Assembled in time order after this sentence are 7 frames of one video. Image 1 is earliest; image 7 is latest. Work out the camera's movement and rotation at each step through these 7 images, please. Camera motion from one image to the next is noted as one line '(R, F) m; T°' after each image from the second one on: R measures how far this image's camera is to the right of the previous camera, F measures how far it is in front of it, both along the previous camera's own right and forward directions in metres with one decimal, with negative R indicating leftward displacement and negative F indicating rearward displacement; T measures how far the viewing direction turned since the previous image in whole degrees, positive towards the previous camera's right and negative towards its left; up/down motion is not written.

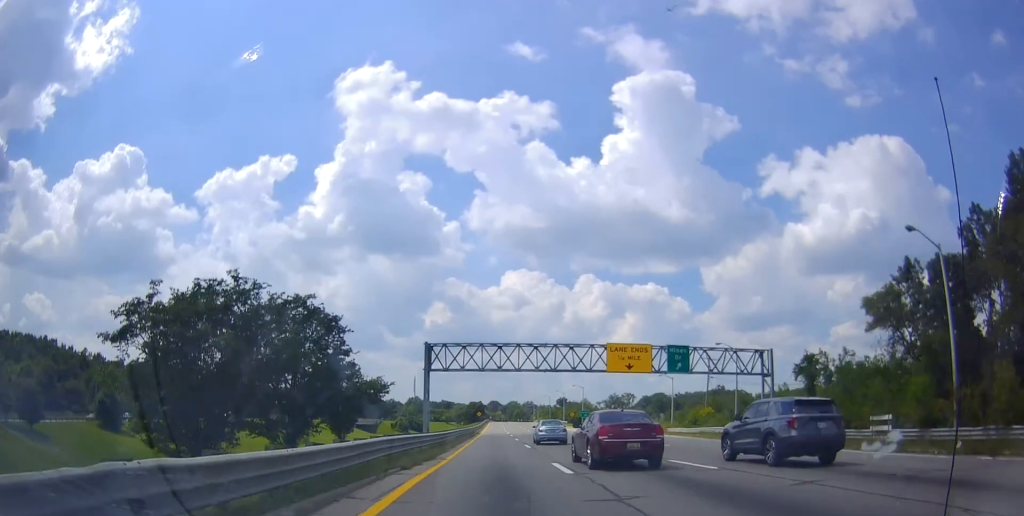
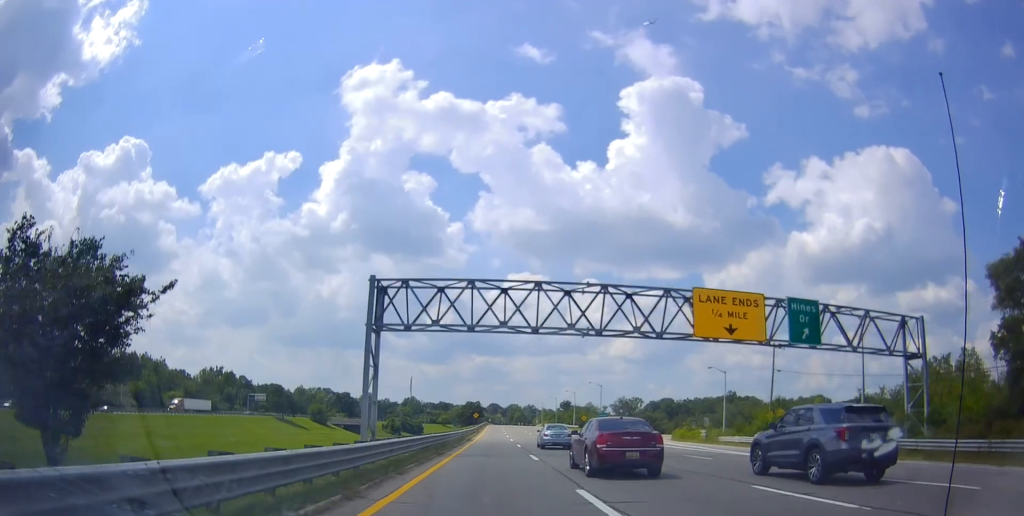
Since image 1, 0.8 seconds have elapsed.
(-0.1, +22.3) m; 0°
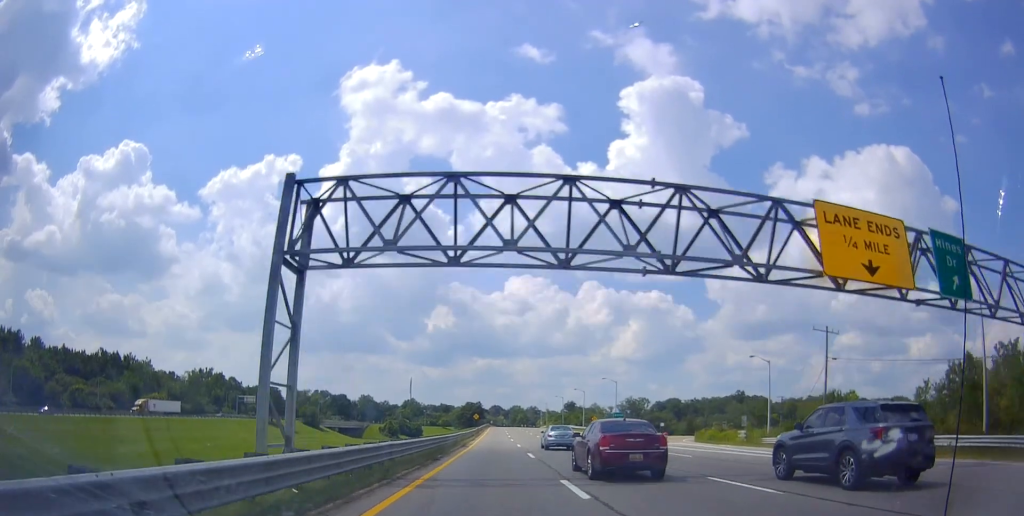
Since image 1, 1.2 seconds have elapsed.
(-0.2, +12.1) m; 0°
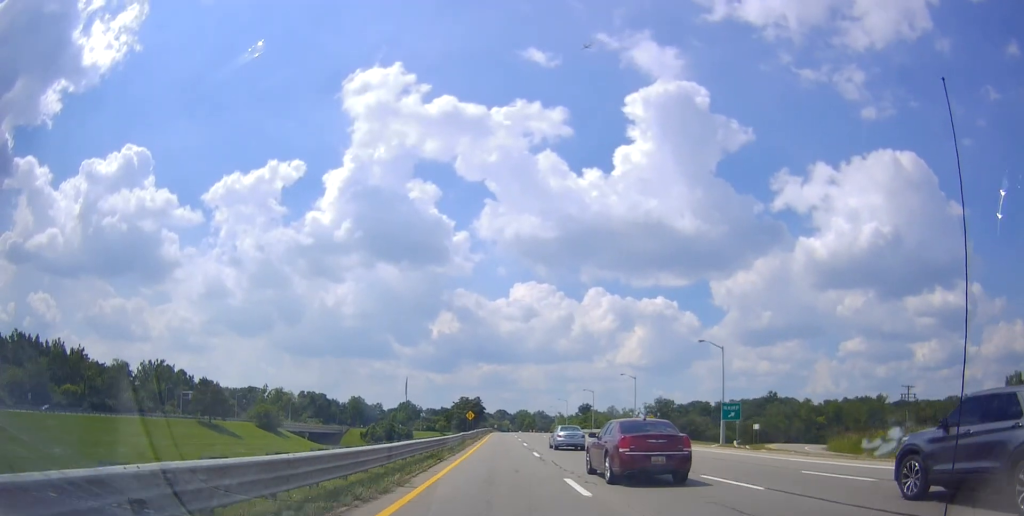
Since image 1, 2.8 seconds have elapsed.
(0.0, +45.0) m; -1°
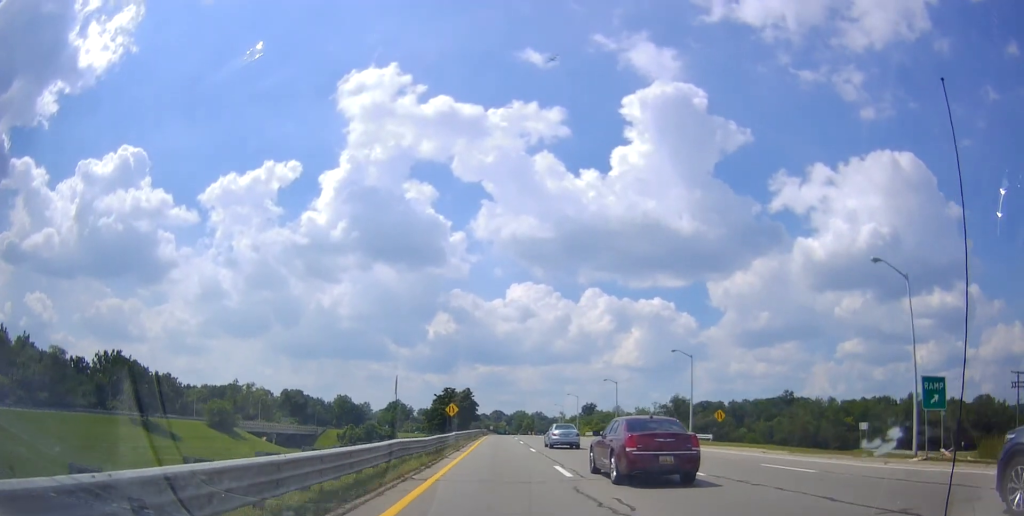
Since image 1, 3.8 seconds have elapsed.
(0.0, +27.4) m; 0°
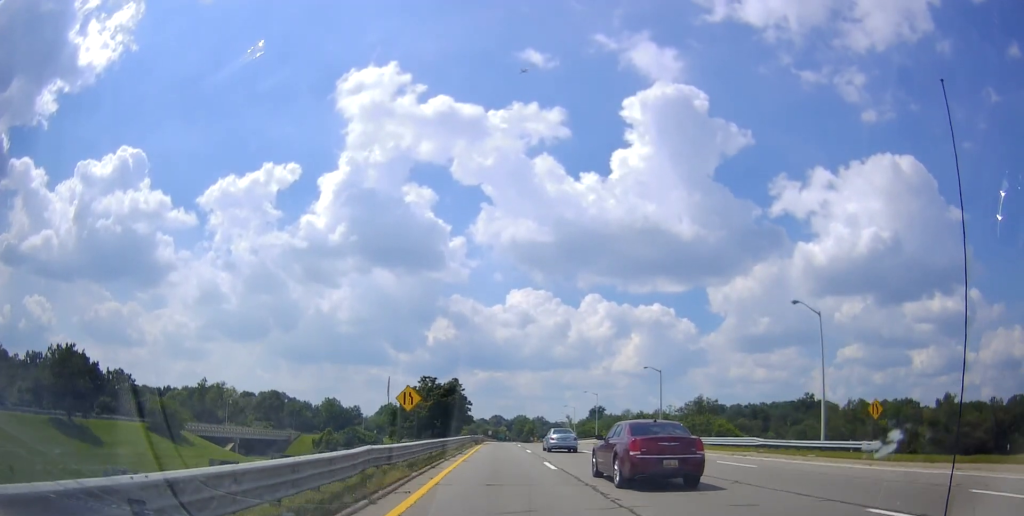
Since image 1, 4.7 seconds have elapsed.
(+0.1, +26.5) m; 0°
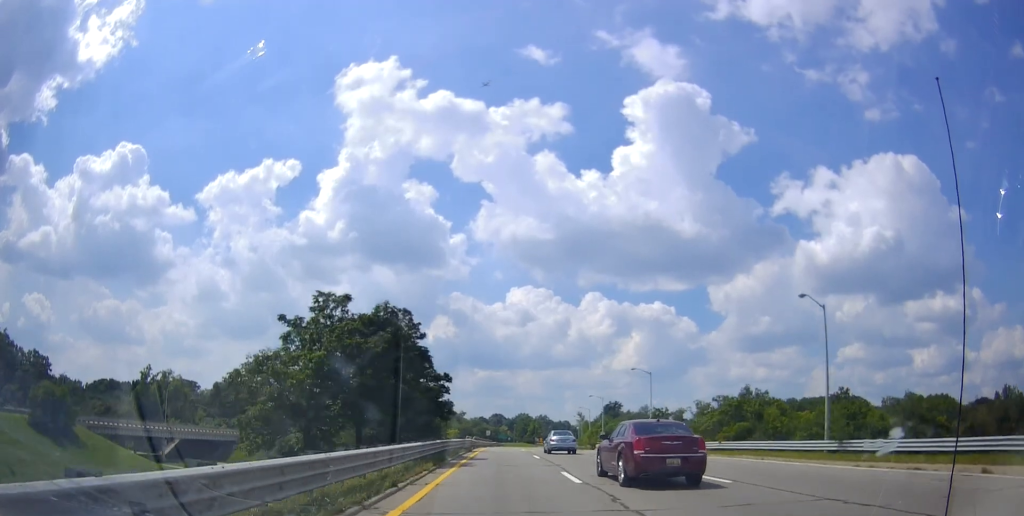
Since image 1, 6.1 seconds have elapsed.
(+0.1, +37.7) m; 0°
